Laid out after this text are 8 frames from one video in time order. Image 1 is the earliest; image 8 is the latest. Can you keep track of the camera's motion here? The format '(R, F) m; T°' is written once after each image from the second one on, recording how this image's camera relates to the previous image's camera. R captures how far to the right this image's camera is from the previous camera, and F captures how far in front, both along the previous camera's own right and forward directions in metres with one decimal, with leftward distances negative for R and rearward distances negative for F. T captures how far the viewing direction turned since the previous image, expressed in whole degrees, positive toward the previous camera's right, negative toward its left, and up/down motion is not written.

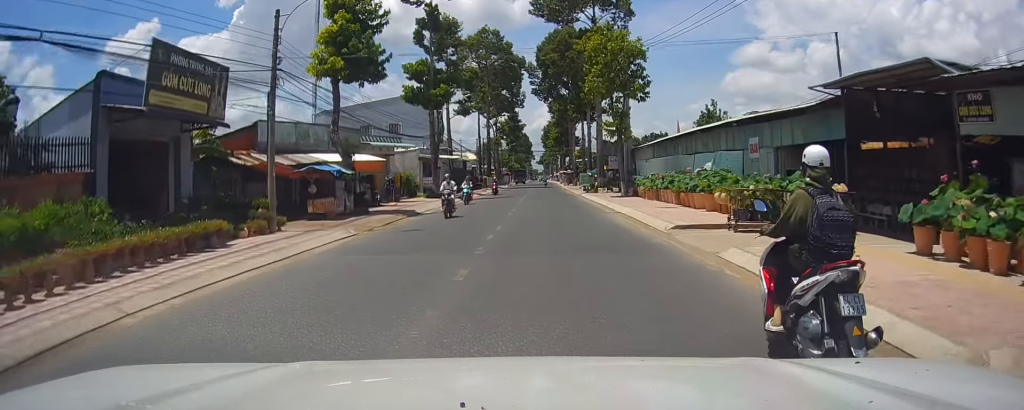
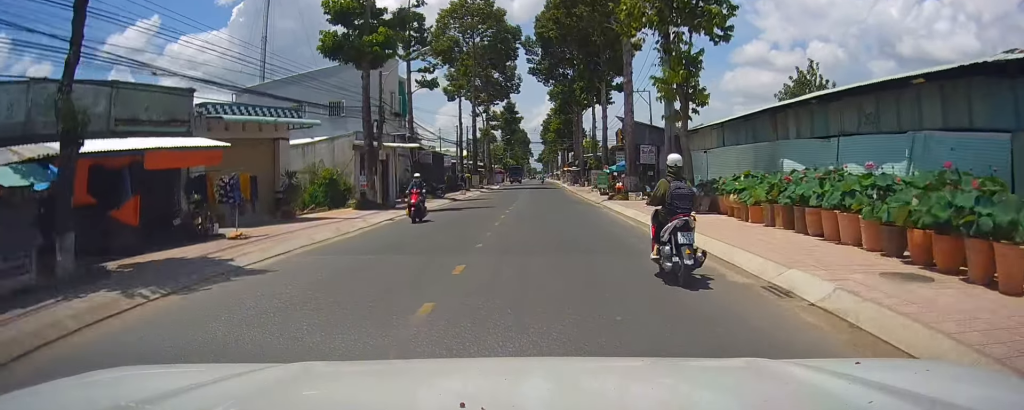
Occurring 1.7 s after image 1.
(-0.5, +17.6) m; -2°
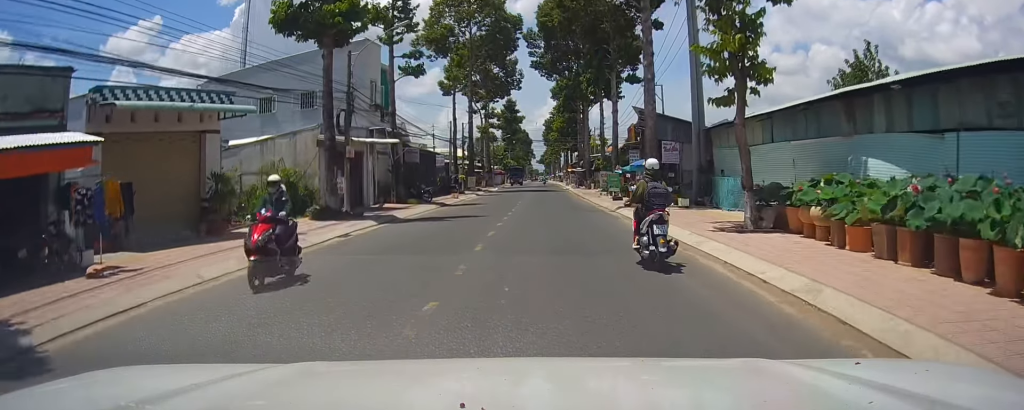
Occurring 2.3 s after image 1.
(-0.1, +6.3) m; 0°
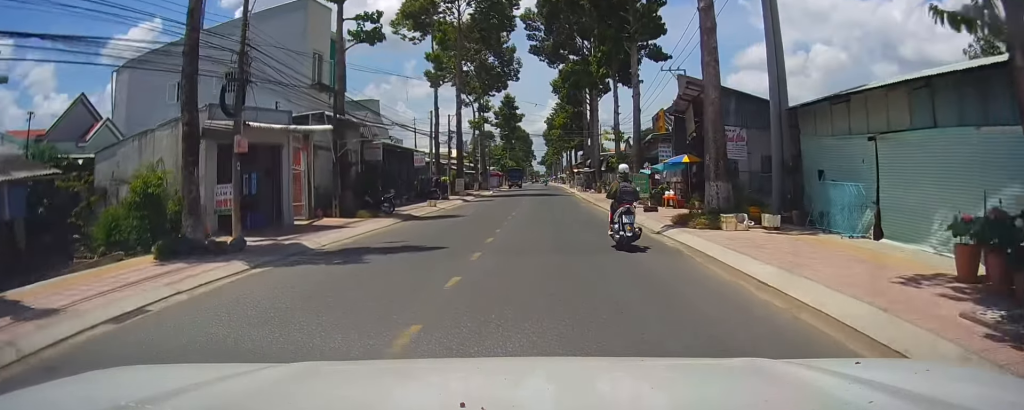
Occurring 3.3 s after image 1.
(+0.1, +10.2) m; 0°
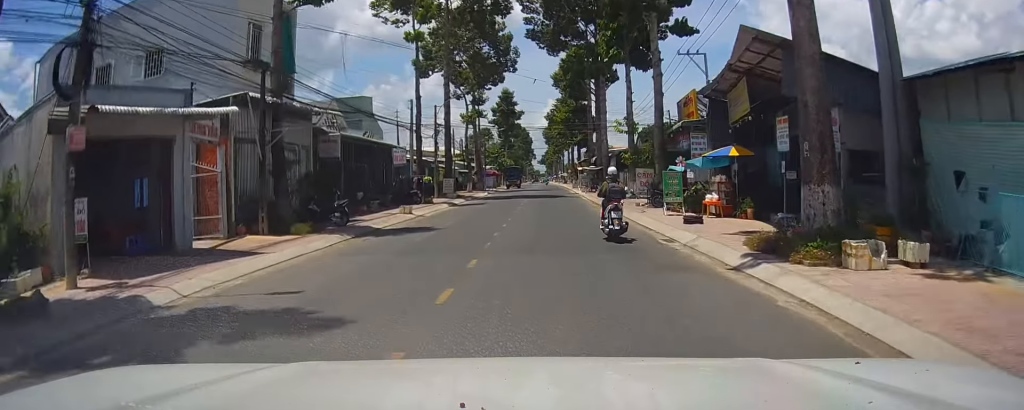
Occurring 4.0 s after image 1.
(-0.1, +7.2) m; 0°
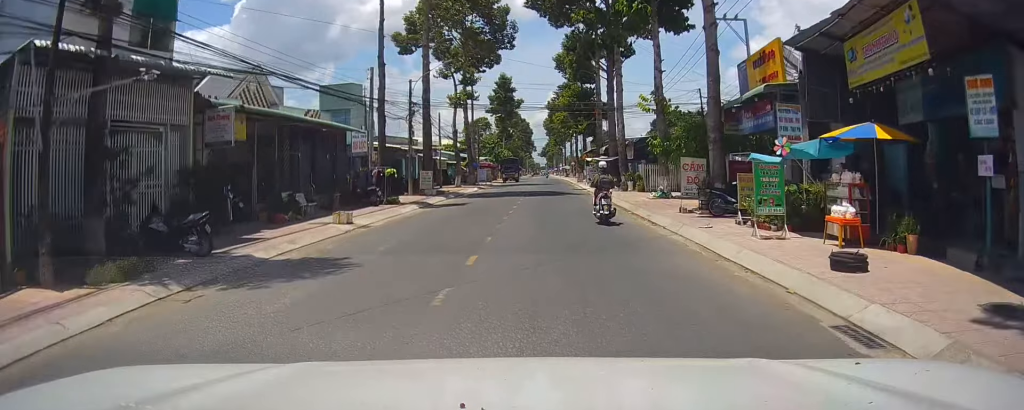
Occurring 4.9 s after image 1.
(0.0, +9.2) m; 0°
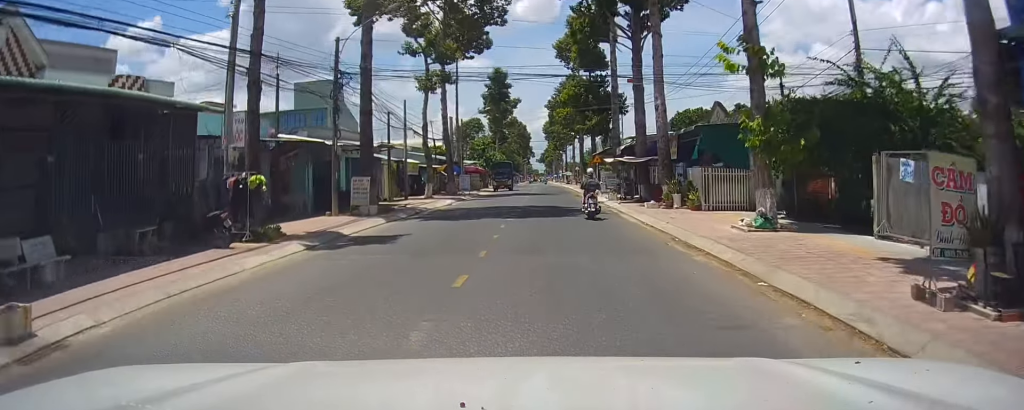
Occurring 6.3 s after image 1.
(0.0, +13.7) m; 0°
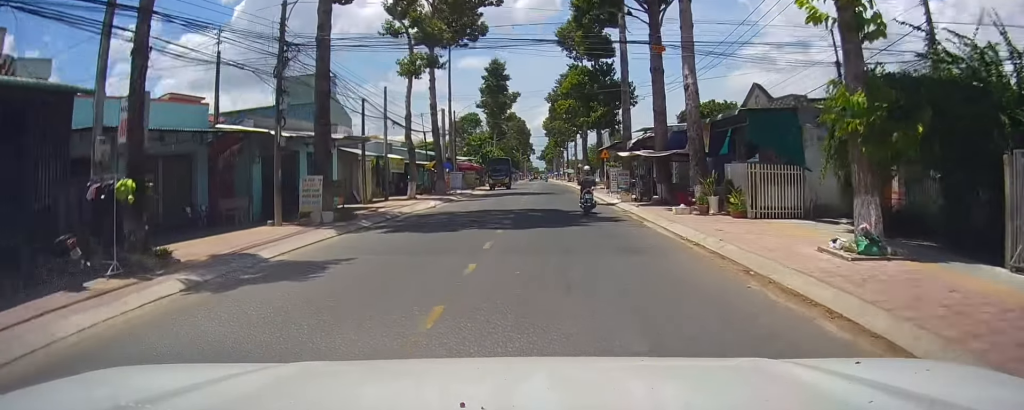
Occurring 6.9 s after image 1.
(0.0, +5.4) m; 0°
